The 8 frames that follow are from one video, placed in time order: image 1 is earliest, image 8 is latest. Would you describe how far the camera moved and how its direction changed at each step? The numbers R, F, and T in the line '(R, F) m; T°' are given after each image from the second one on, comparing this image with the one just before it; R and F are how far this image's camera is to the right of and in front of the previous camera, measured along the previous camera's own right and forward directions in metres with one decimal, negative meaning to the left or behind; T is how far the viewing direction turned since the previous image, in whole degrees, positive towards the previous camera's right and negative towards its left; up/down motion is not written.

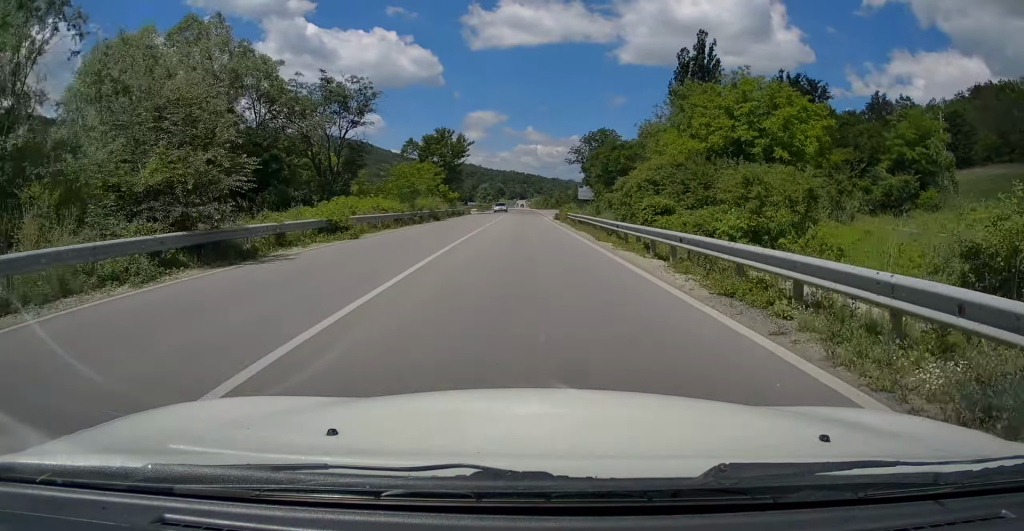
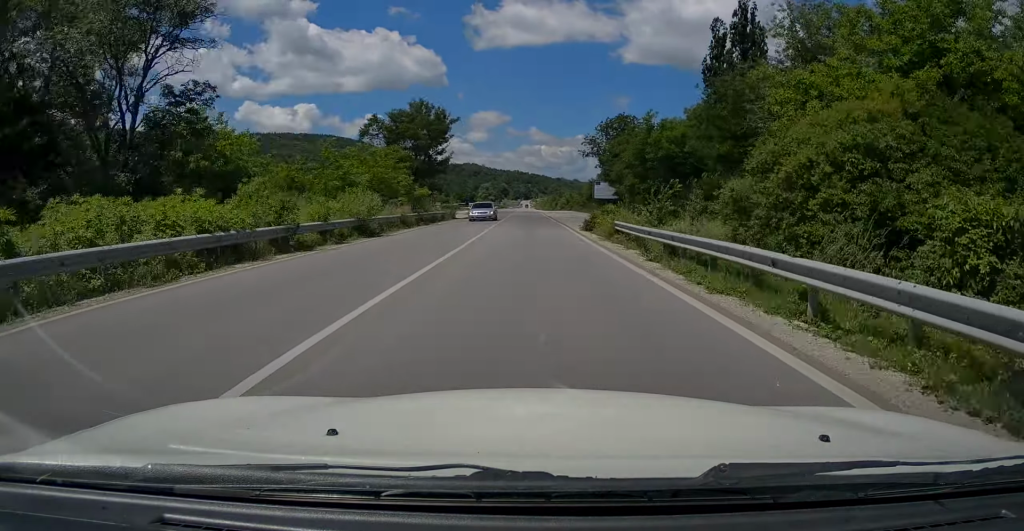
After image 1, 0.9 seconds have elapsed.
(0.0, +20.1) m; 0°
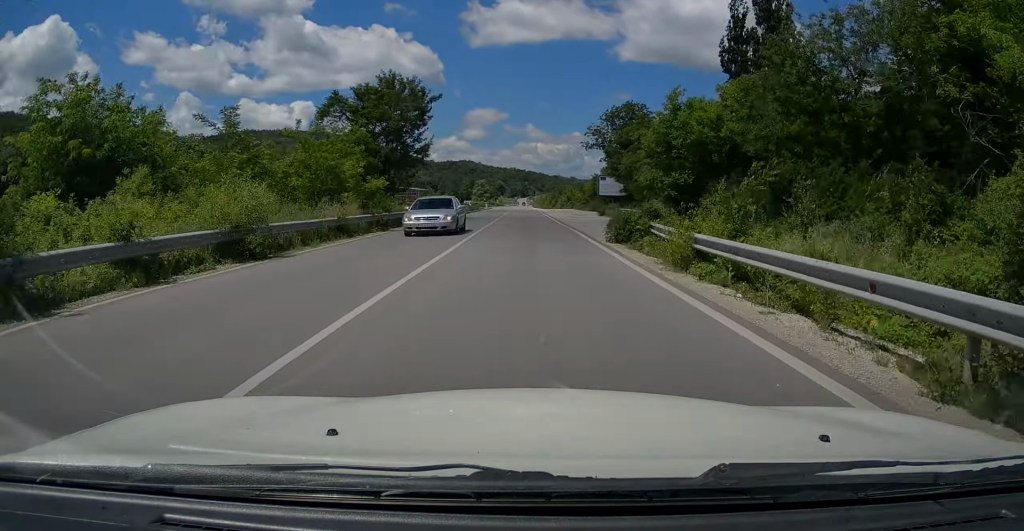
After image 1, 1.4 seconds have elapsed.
(0.0, +10.4) m; 0°
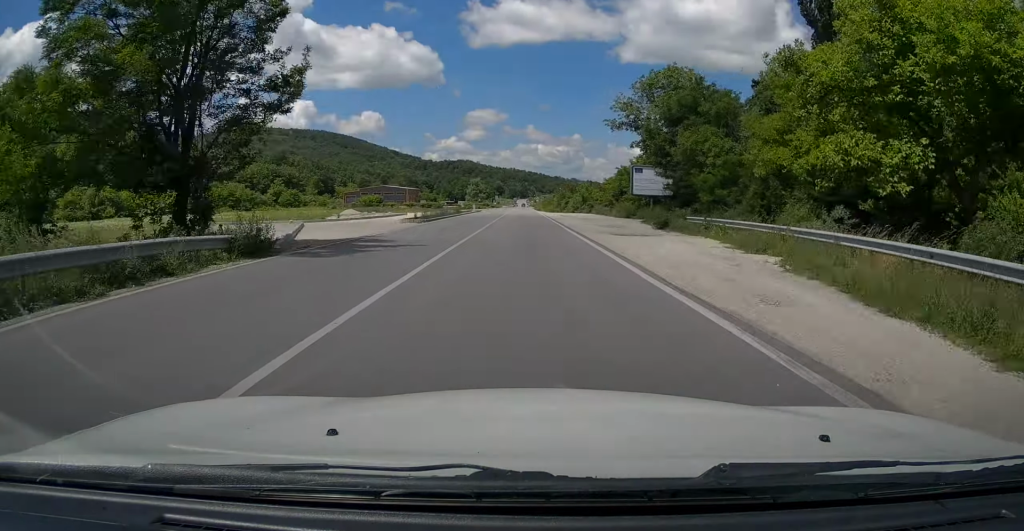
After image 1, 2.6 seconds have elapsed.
(0.0, +27.4) m; 0°
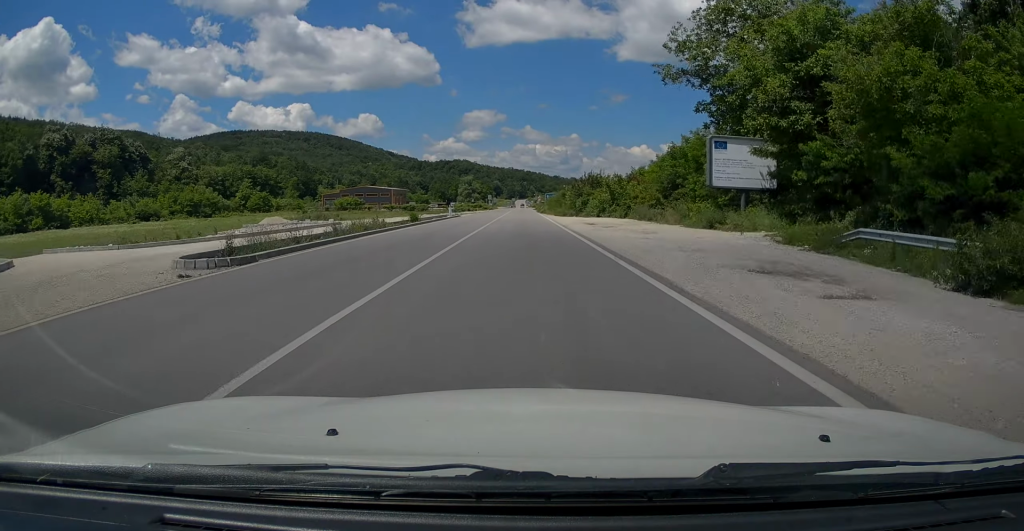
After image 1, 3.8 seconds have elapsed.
(0.0, +26.3) m; 0°
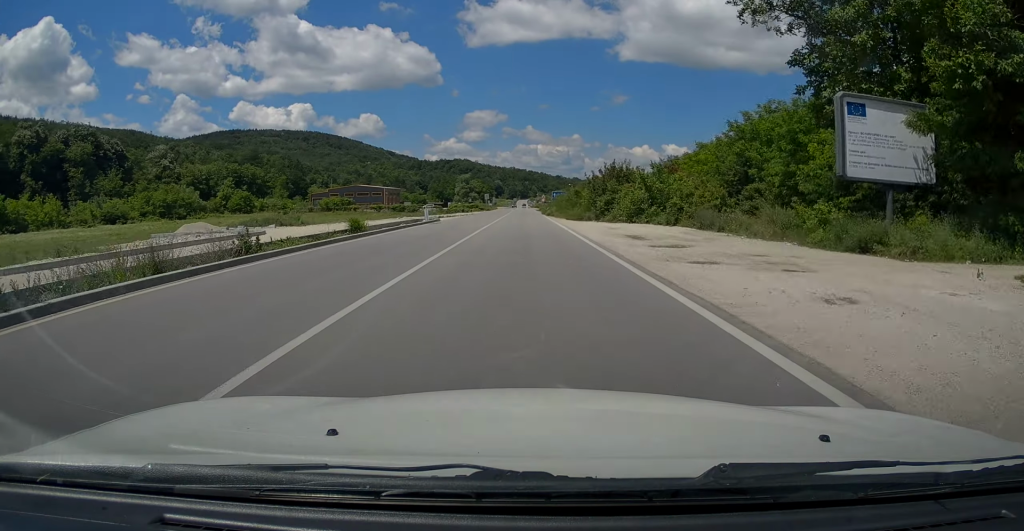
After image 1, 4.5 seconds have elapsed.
(0.0, +15.1) m; 0°
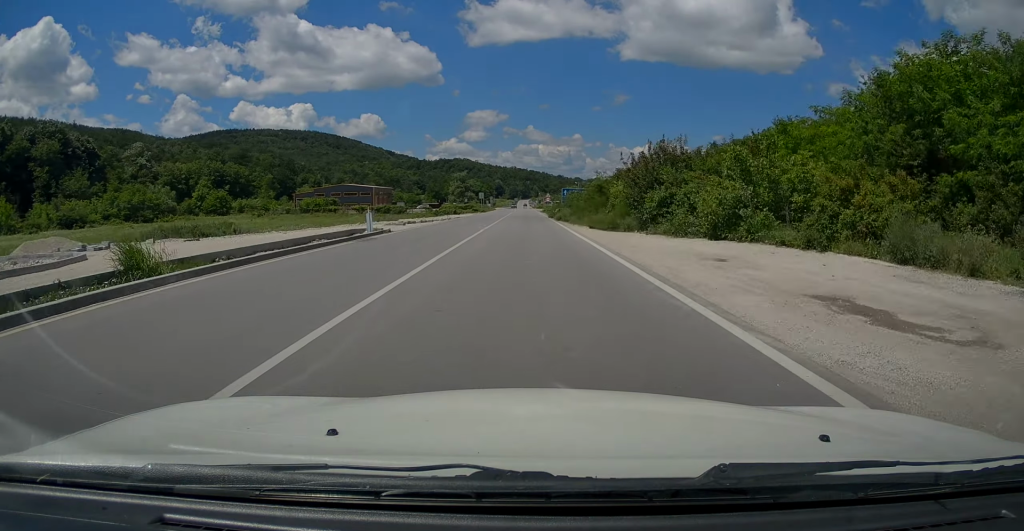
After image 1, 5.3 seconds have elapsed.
(0.0, +16.5) m; 0°
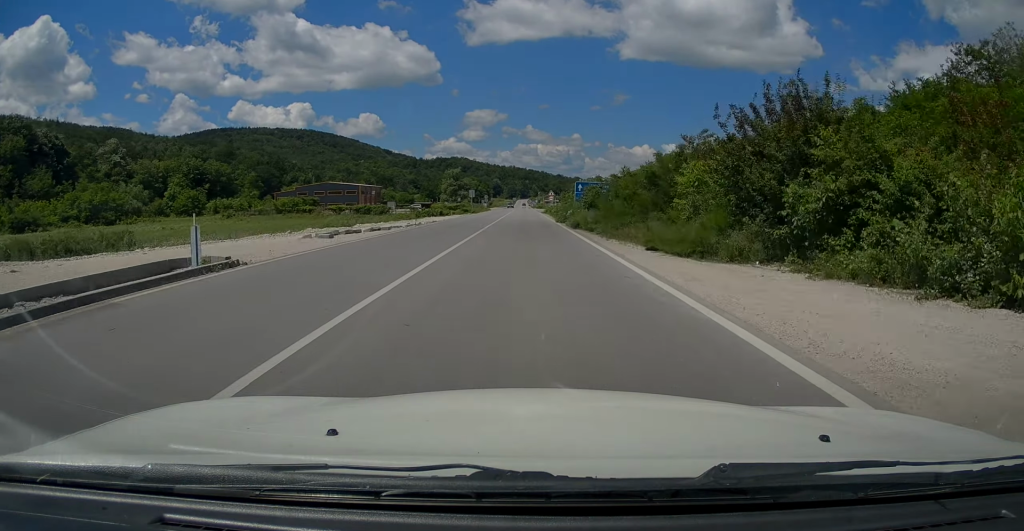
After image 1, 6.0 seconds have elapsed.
(0.0, +15.0) m; 0°
